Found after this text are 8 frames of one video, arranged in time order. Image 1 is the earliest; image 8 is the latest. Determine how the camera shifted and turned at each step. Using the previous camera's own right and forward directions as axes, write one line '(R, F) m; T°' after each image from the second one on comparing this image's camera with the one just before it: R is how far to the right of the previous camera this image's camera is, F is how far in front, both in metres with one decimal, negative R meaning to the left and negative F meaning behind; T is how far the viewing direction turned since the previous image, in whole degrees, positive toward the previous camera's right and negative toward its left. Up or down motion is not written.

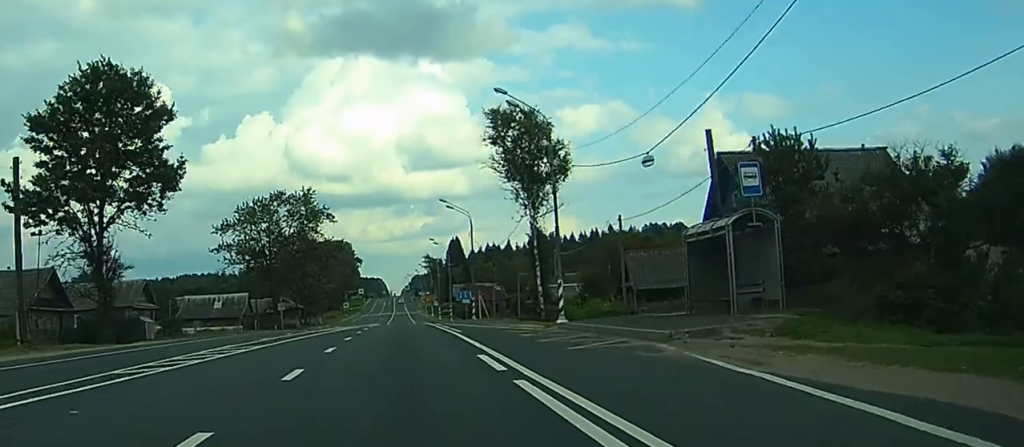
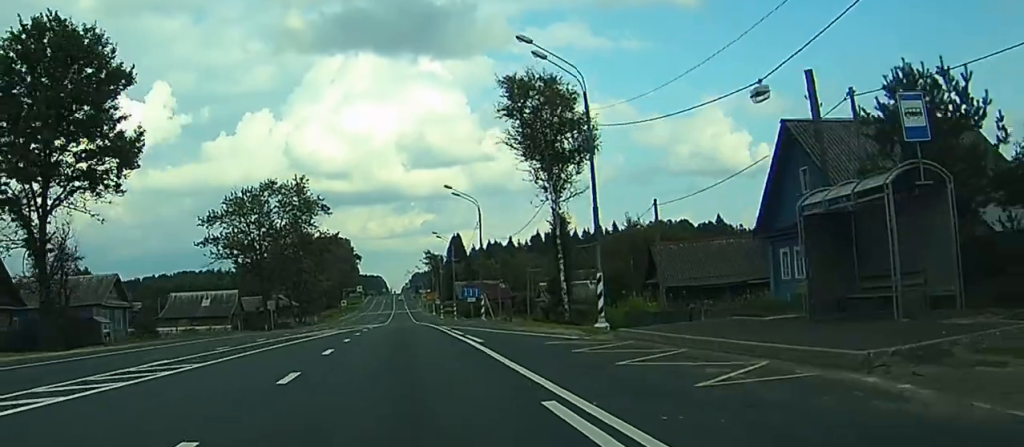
(-0.6, +8.5) m; -2°
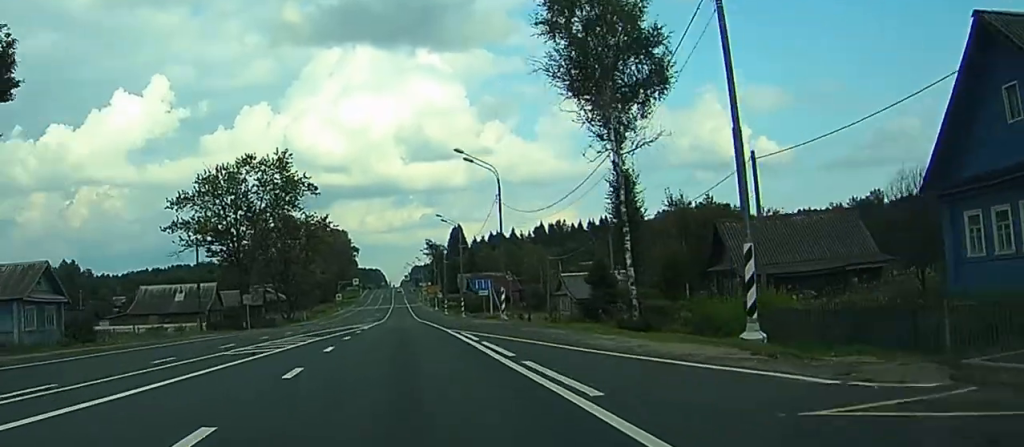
(-1.1, +15.1) m; -2°
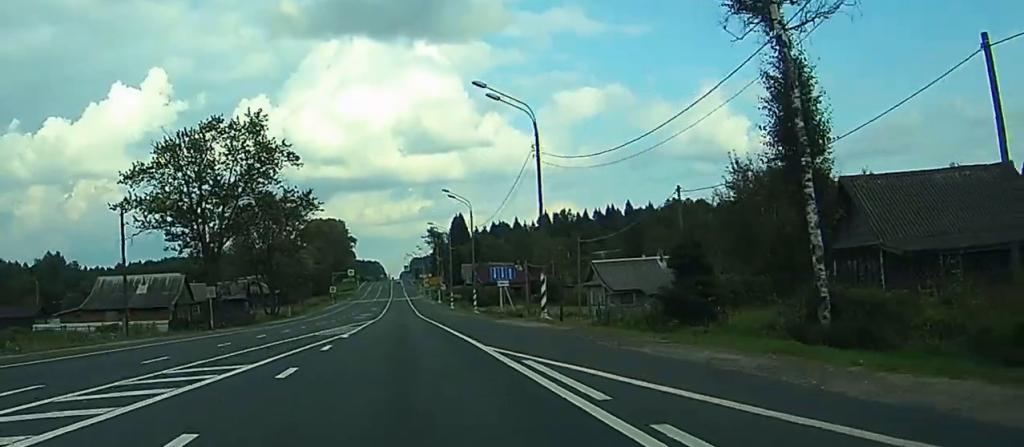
(+0.7, +16.3) m; +2°
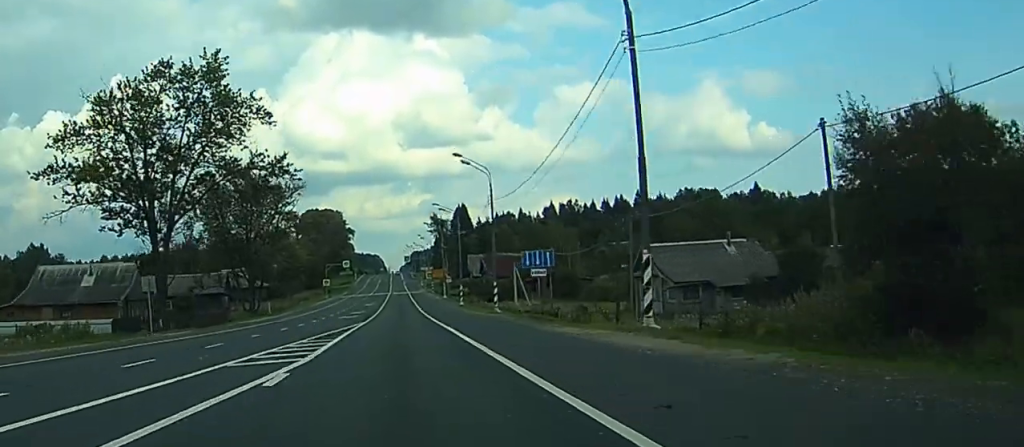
(0.0, +16.7) m; 0°
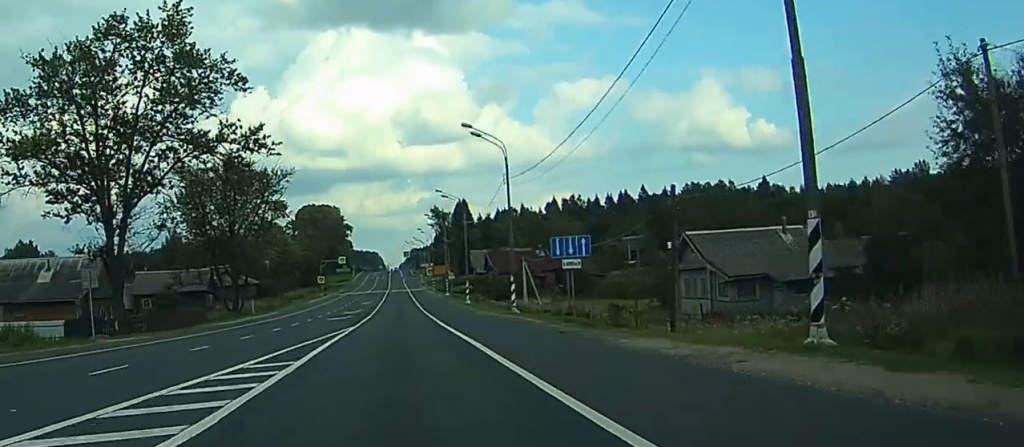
(0.0, +9.5) m; 0°
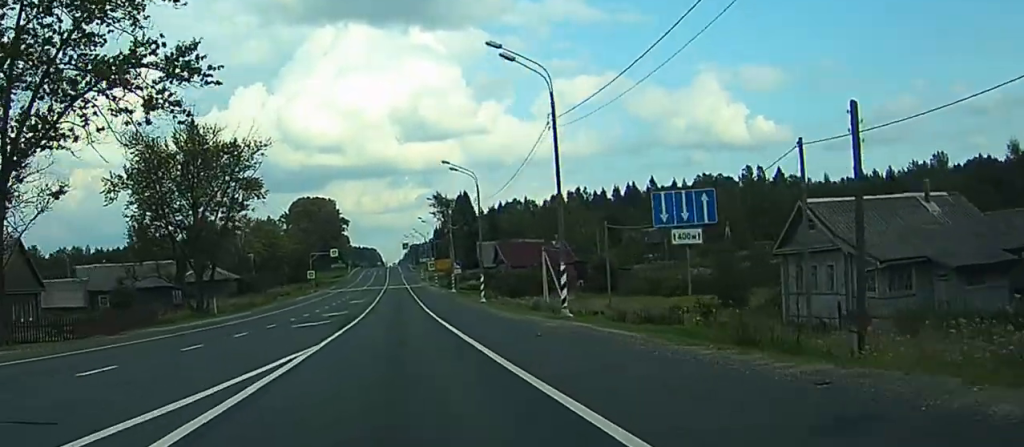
(-0.1, +15.6) m; 0°
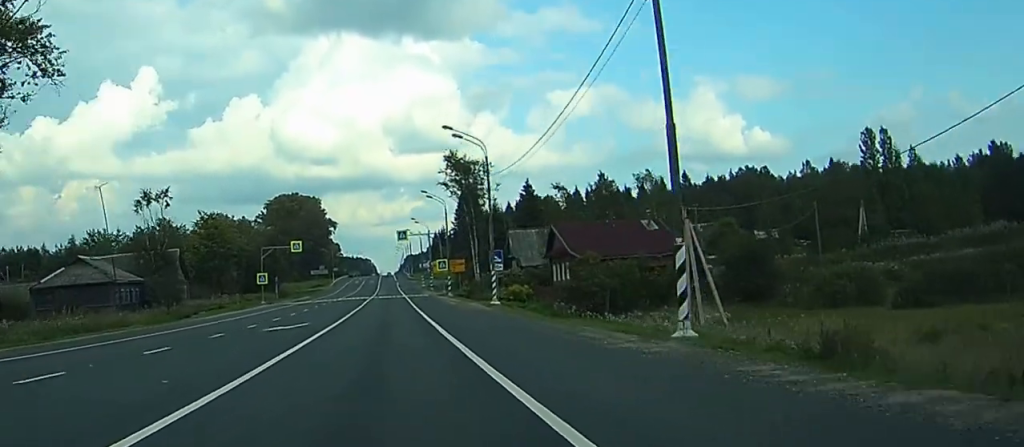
(+0.9, +47.8) m; 0°
